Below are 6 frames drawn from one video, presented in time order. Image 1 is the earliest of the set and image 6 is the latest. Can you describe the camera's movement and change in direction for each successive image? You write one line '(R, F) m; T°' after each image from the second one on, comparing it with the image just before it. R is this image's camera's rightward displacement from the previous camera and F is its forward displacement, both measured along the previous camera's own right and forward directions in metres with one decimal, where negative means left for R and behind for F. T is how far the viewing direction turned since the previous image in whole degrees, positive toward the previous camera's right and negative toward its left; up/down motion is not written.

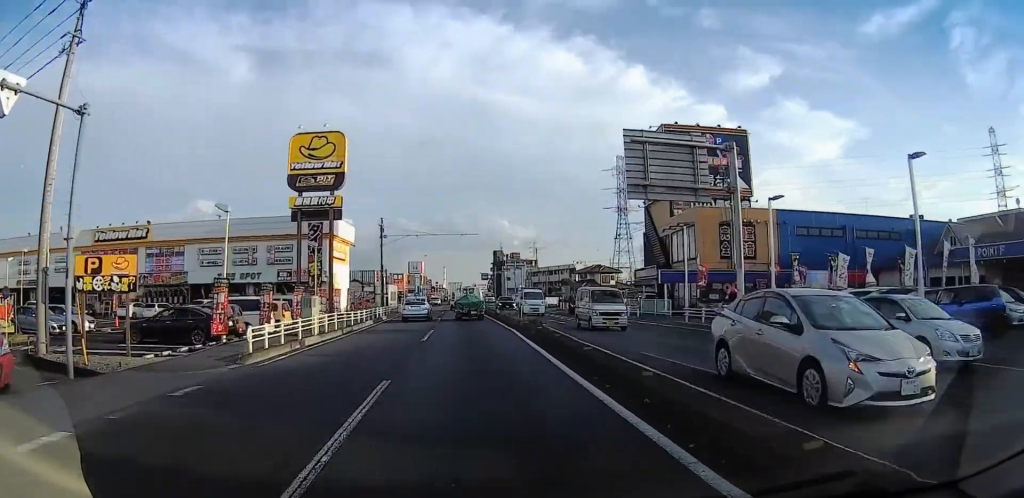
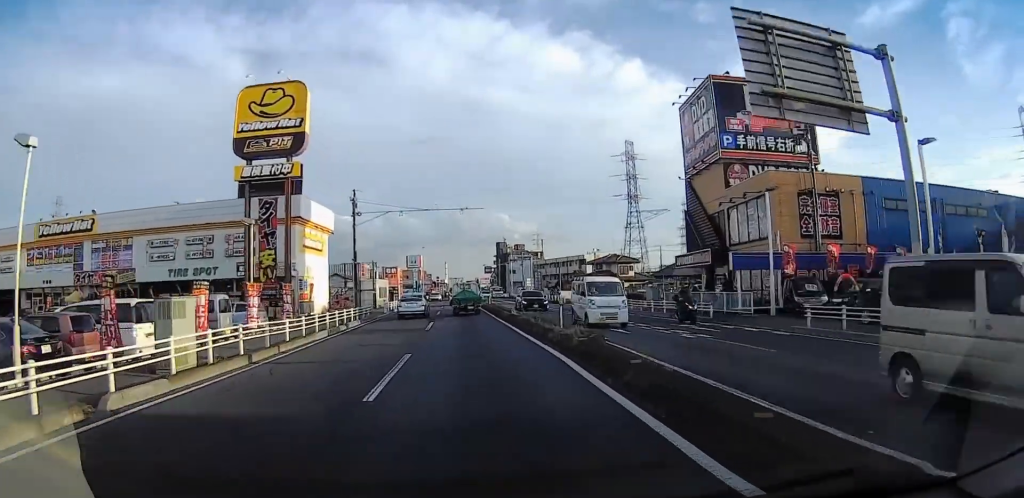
(0.0, +11.7) m; 0°
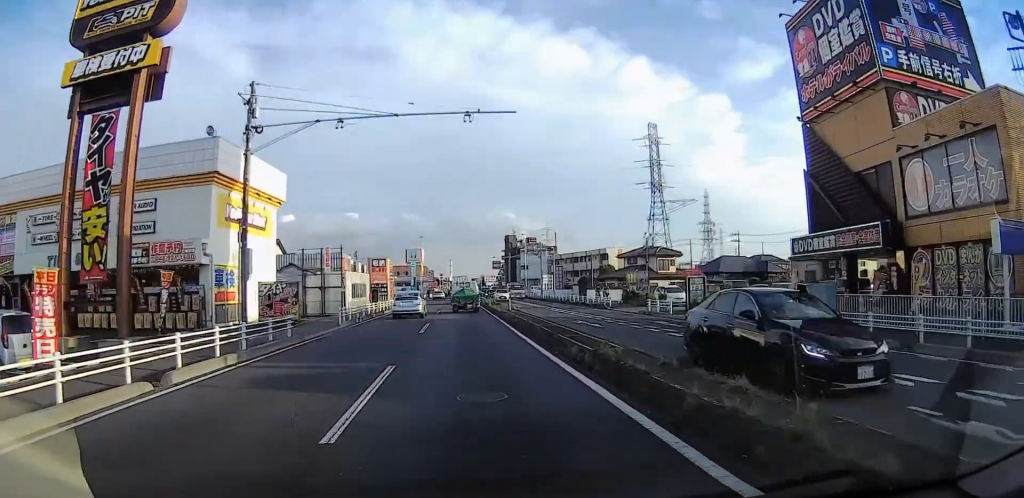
(0.0, +18.5) m; 0°
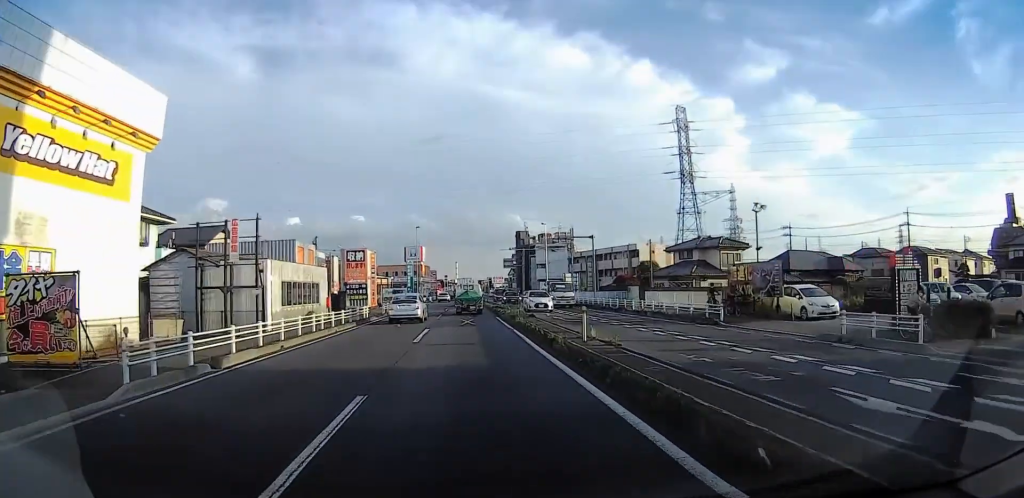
(-0.1, +18.9) m; -1°
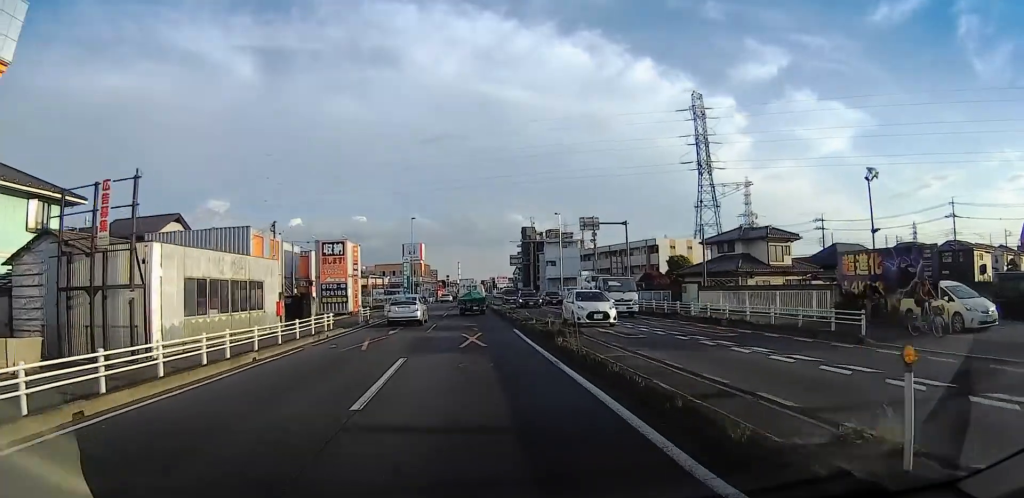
(0.0, +9.8) m; 0°
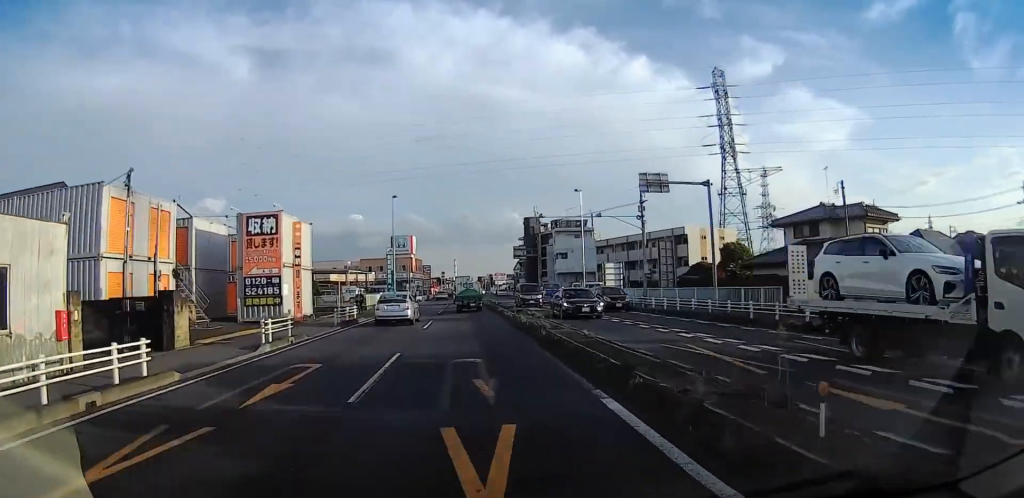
(0.0, +15.7) m; 0°
